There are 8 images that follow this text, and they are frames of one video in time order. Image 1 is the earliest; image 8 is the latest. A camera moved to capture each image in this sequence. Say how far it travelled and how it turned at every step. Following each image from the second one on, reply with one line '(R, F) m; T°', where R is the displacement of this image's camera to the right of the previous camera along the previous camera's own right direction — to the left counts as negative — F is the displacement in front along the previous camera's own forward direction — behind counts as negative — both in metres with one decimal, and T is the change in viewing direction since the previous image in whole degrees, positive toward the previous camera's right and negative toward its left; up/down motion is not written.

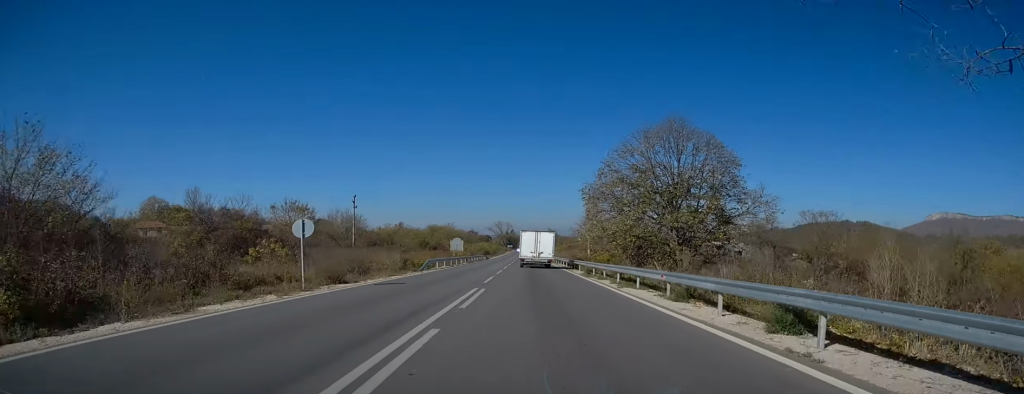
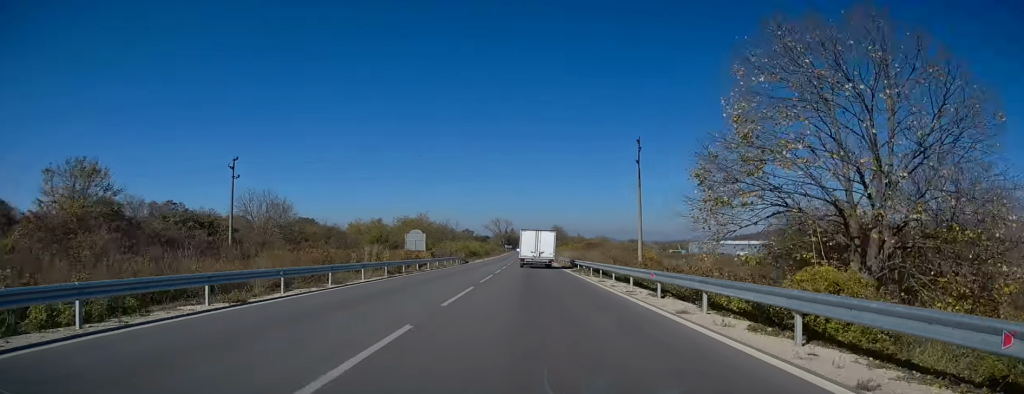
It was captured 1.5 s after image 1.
(0.0, +35.0) m; 0°
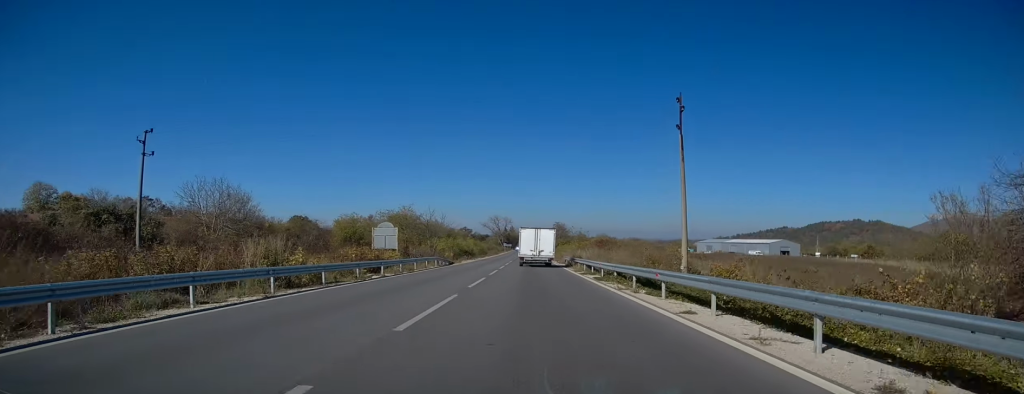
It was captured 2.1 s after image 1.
(0.0, +12.4) m; 0°
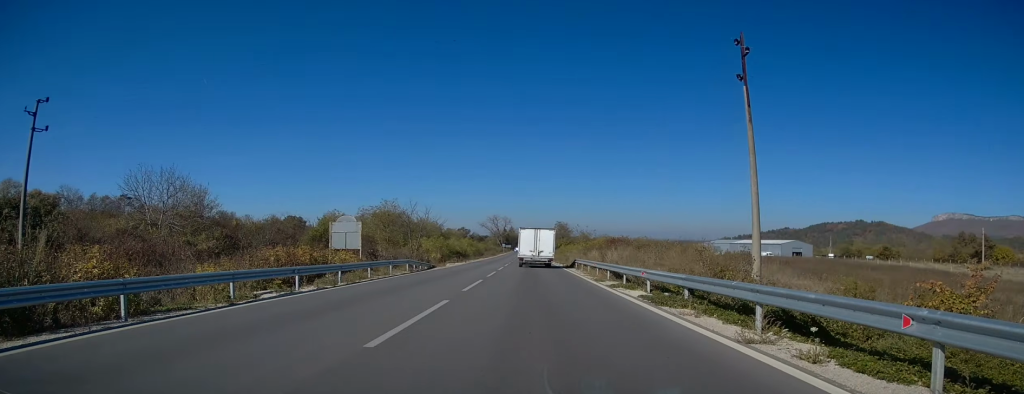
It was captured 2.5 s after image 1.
(0.0, +9.4) m; 0°
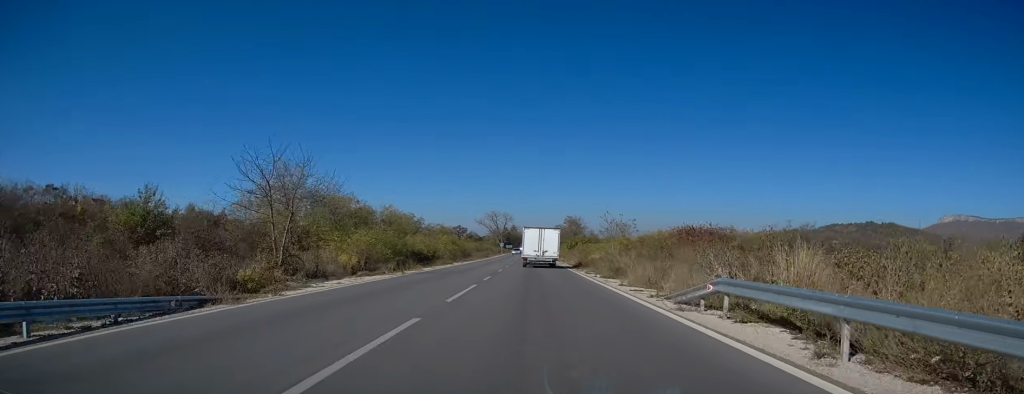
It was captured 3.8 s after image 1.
(-0.1, +30.7) m; -1°
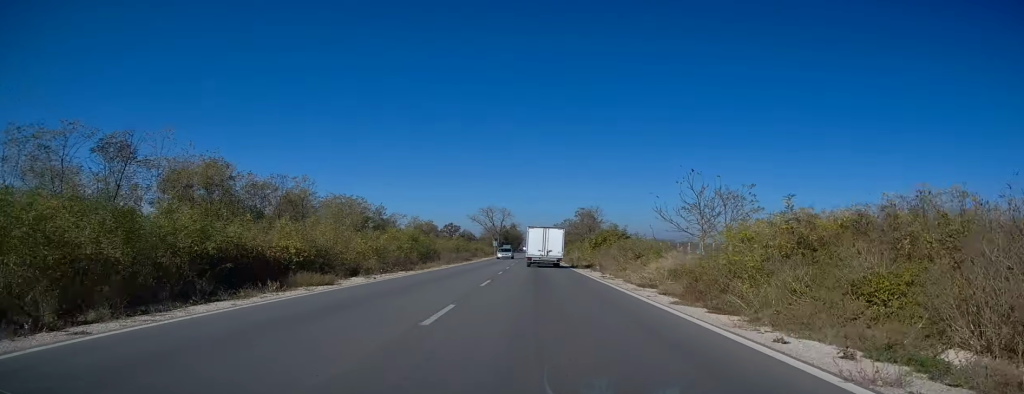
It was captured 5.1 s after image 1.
(-0.2, +31.0) m; 0°
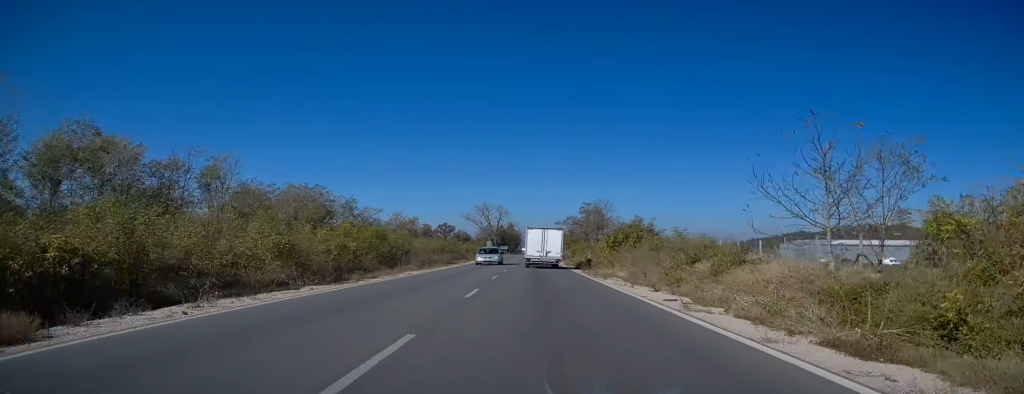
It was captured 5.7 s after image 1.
(0.0, +13.0) m; 0°
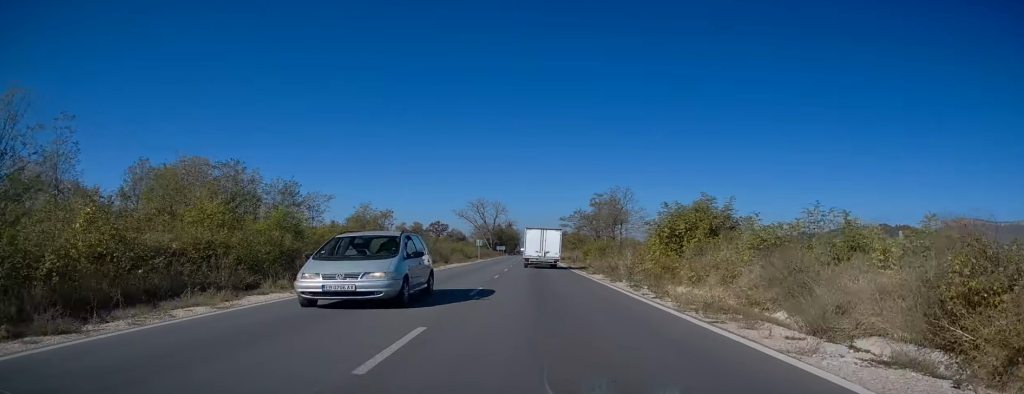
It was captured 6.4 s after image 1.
(0.0, +17.5) m; 0°
